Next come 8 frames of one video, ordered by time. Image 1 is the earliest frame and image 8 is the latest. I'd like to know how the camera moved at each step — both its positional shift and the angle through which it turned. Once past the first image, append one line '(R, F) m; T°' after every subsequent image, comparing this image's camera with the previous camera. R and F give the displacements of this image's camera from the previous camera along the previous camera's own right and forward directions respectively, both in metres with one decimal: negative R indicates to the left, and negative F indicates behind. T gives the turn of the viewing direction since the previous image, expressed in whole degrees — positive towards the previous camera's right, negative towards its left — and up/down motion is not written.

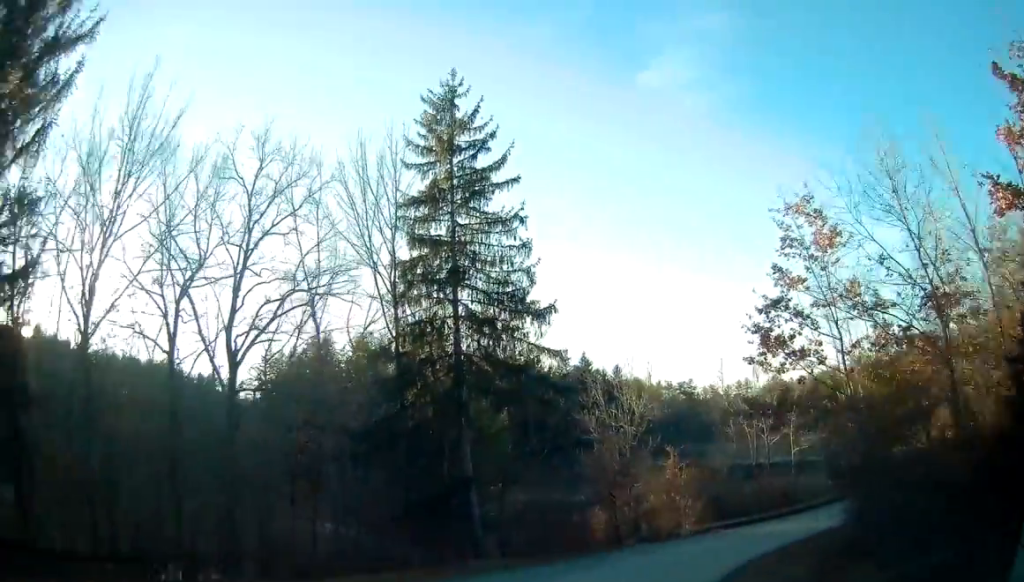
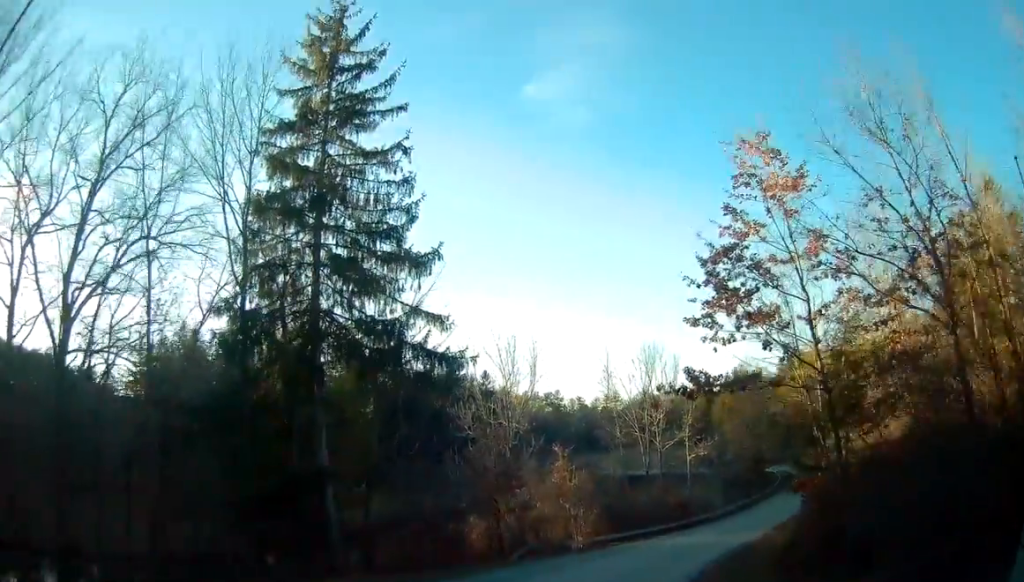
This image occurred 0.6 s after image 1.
(+0.2, +4.8) m; +13°
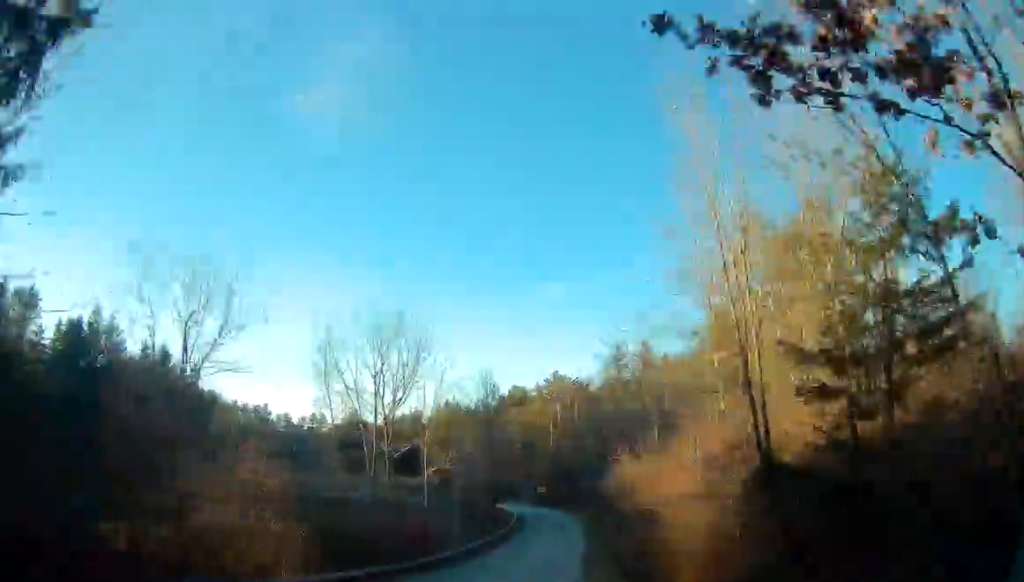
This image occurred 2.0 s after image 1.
(+3.2, +12.2) m; +21°
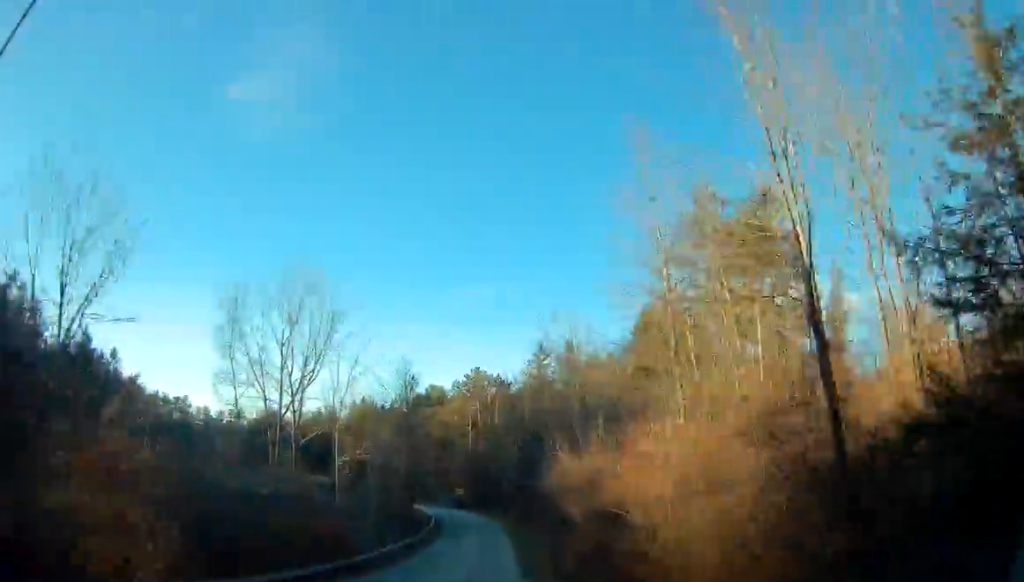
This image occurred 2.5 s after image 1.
(-0.2, +4.4) m; +5°
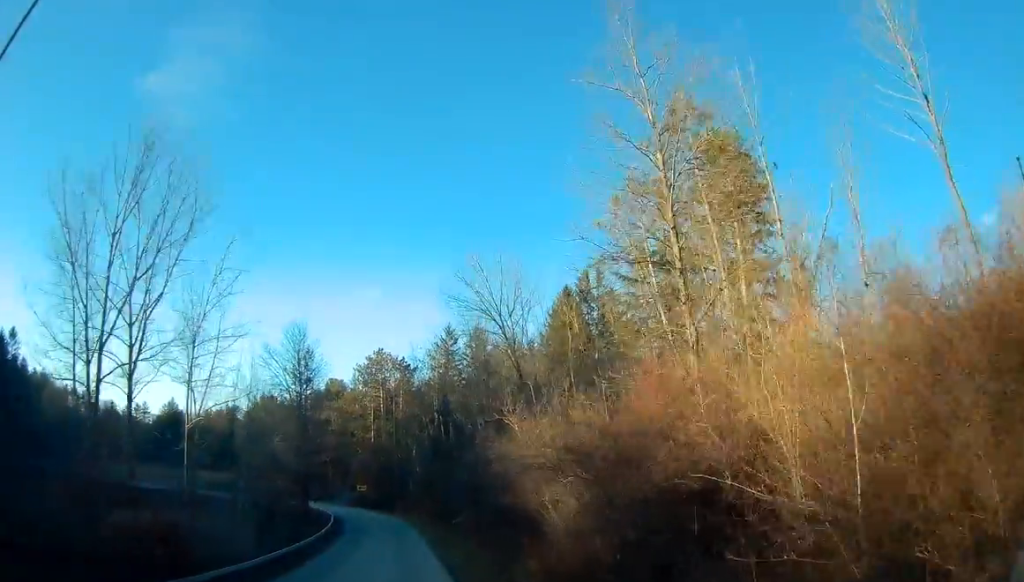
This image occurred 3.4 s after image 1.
(+1.4, +9.1) m; +12°
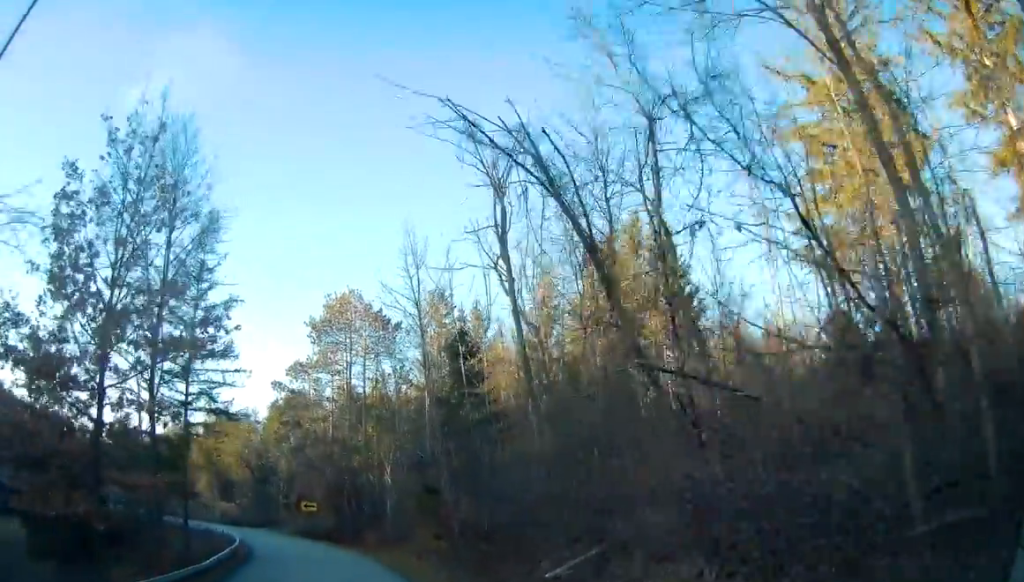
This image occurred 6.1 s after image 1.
(+0.8, +27.6) m; +2°
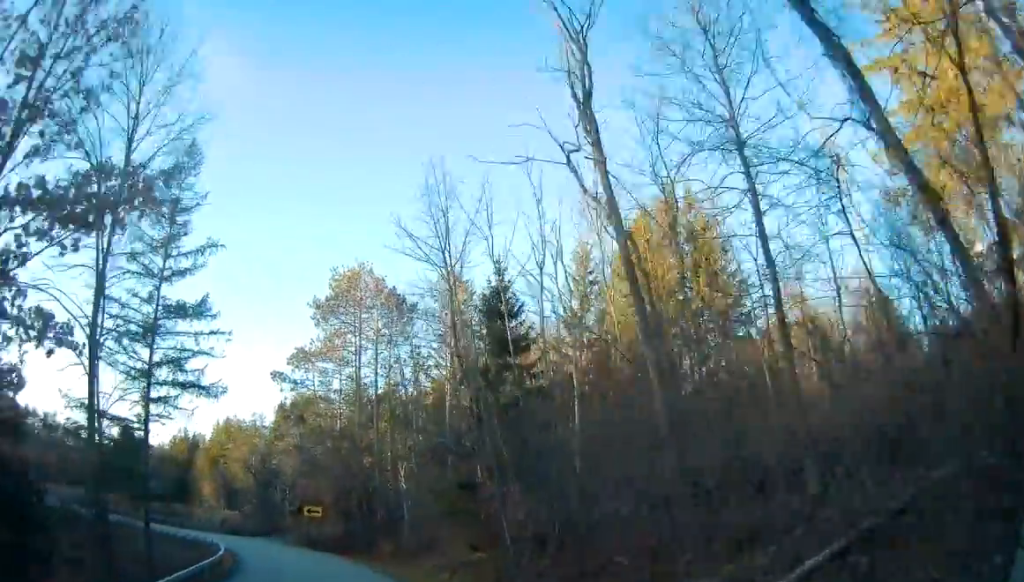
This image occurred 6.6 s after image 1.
(0.0, +6.3) m; 0°
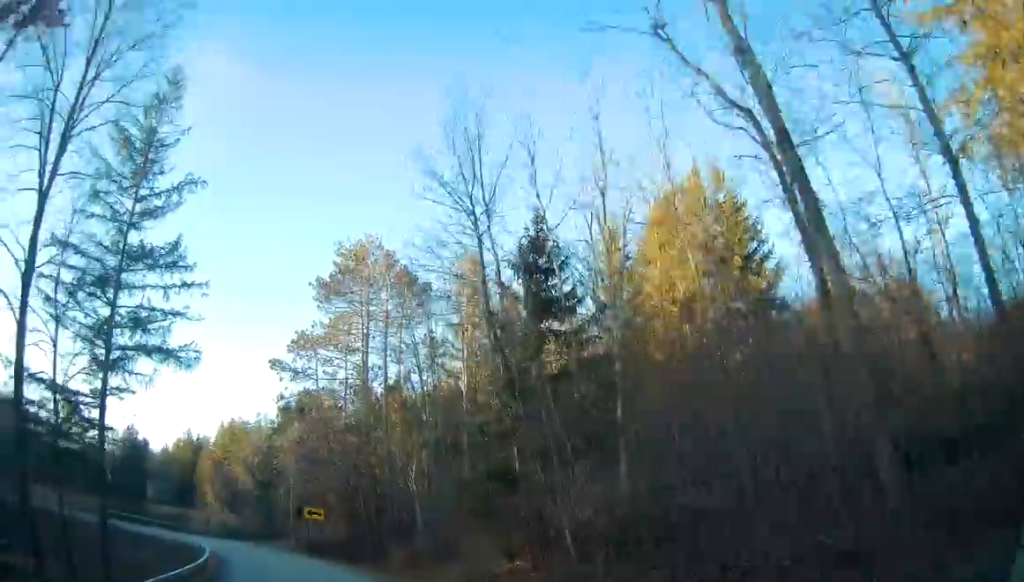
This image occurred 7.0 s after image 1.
(-0.1, +4.6) m; -1°
